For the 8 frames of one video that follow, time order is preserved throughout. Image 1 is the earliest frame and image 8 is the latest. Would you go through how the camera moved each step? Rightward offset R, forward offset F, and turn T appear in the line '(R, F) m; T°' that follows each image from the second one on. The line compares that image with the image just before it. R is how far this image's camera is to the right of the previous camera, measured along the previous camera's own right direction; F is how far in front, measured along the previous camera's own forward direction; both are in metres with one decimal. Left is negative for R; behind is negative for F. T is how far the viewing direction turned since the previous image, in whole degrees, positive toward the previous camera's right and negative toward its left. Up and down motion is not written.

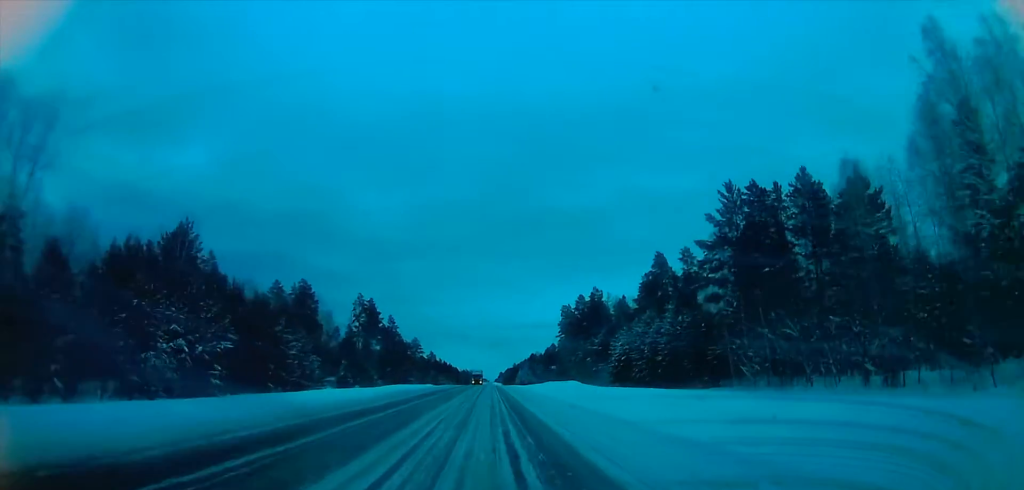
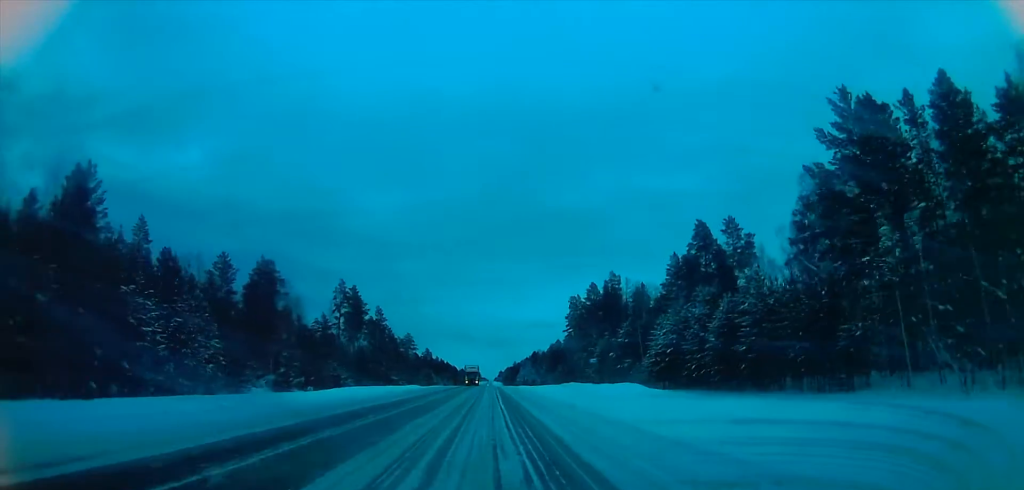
(+0.6, +25.7) m; 0°
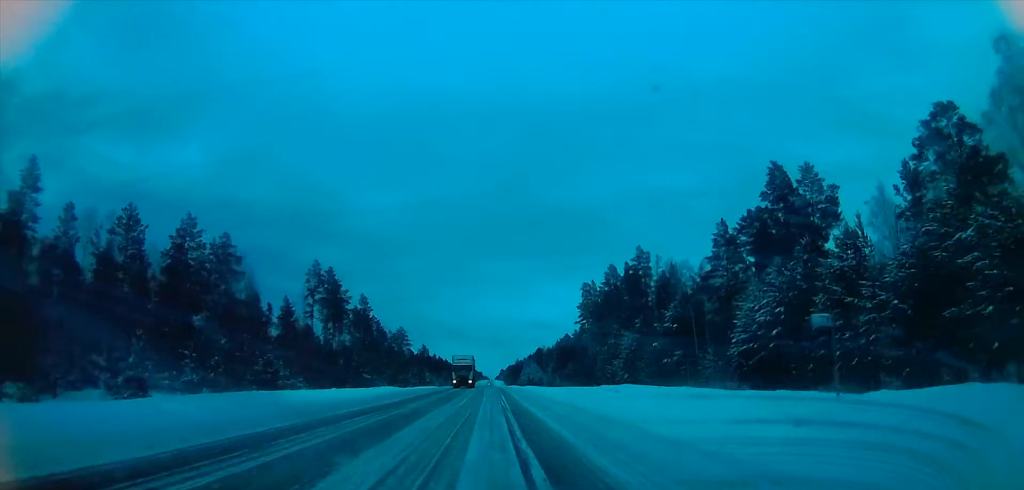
(-0.8, +28.2) m; -2°
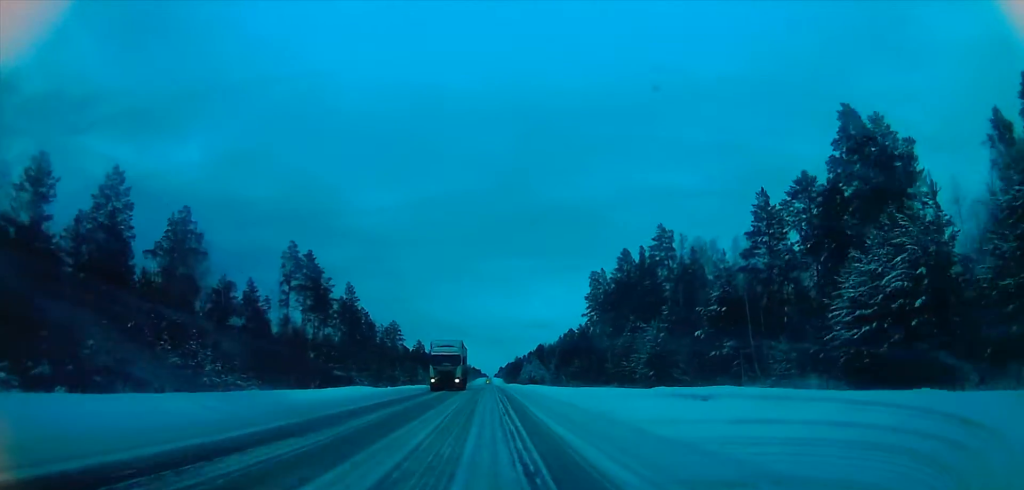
(-0.1, +17.8) m; 0°
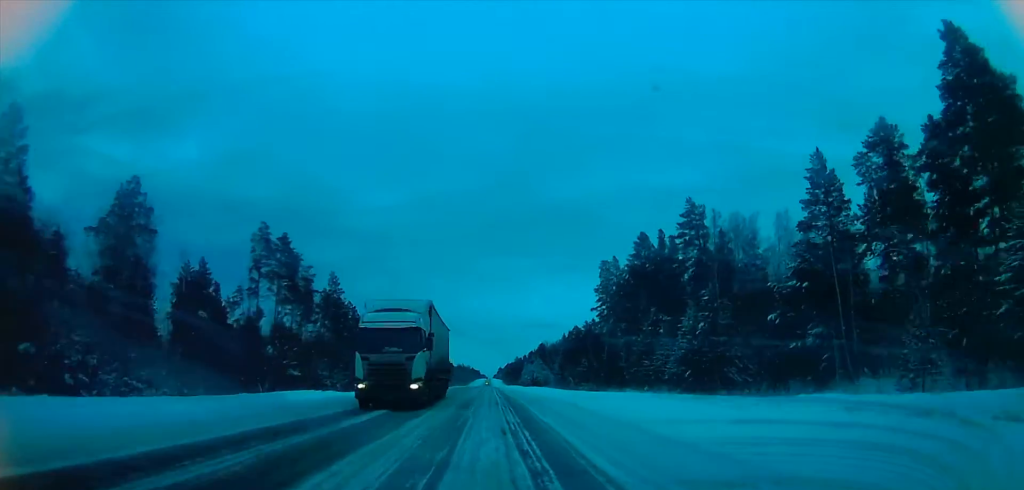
(-0.1, +17.8) m; 0°
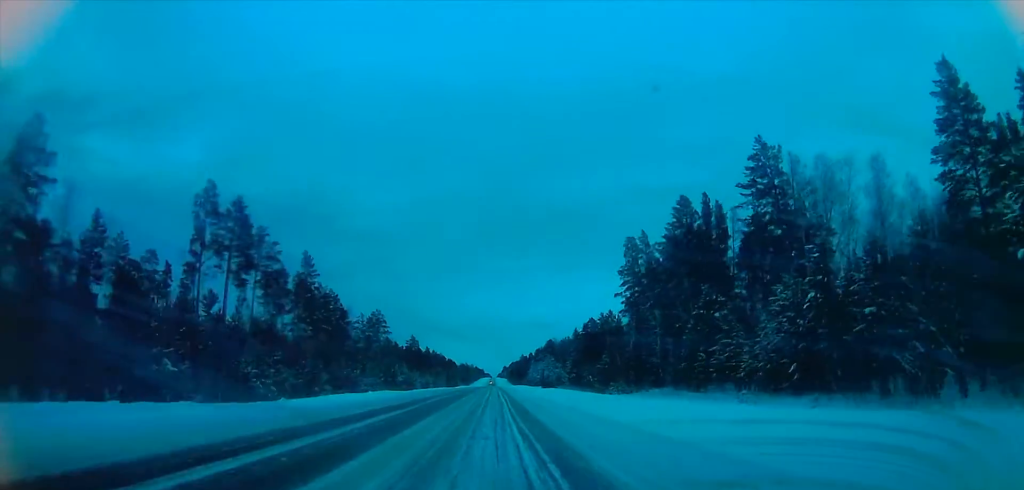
(+0.2, +26.4) m; +1°
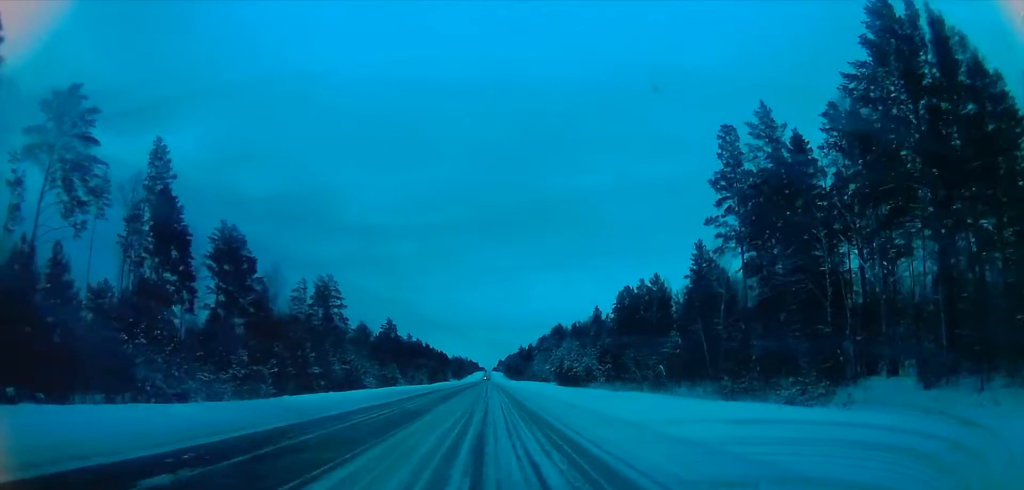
(+0.9, +62.7) m; +1°
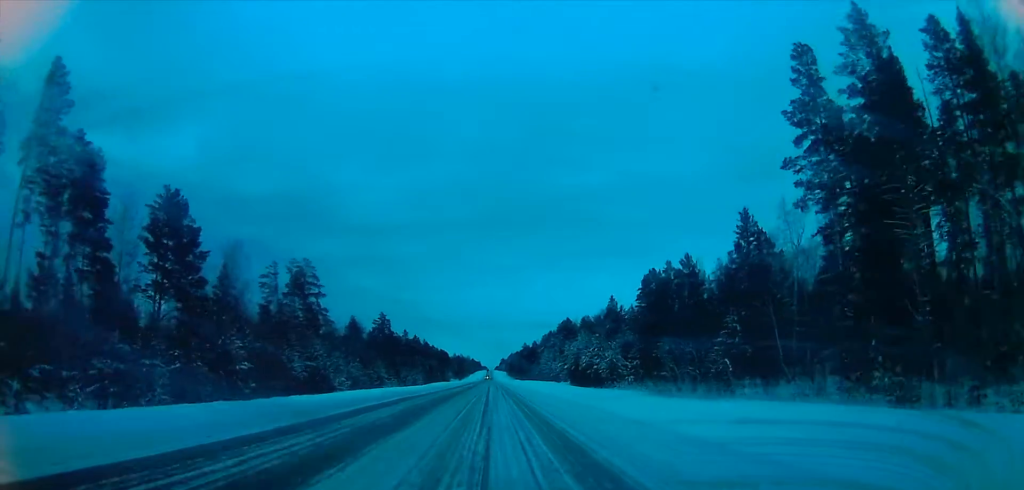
(0.0, +22.3) m; 0°
